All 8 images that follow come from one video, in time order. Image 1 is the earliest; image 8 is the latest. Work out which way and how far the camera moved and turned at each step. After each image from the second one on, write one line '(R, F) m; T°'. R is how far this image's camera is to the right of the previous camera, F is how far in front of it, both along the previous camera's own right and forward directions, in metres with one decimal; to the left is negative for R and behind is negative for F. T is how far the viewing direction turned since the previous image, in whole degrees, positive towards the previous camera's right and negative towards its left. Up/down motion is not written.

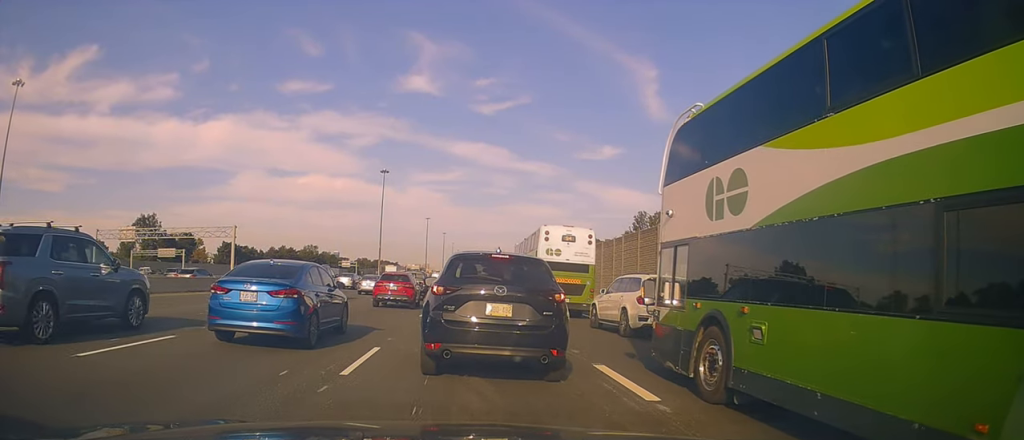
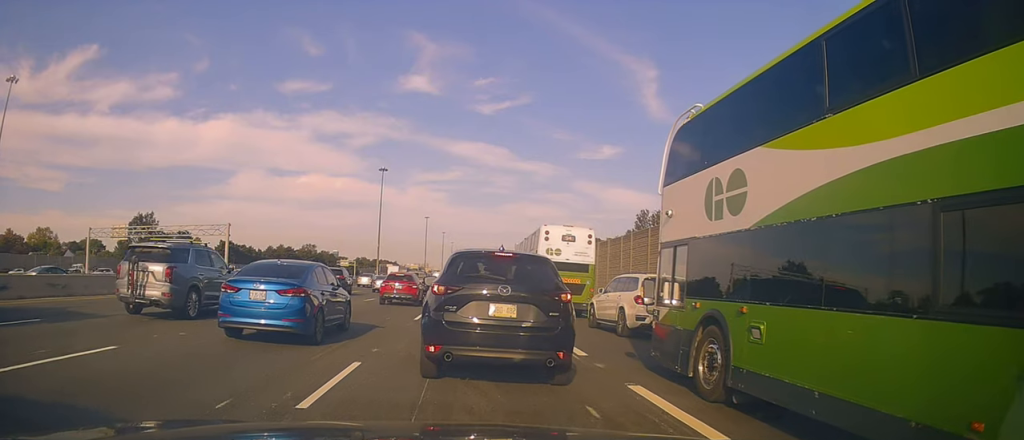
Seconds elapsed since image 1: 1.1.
(-0.1, +2.6) m; +1°
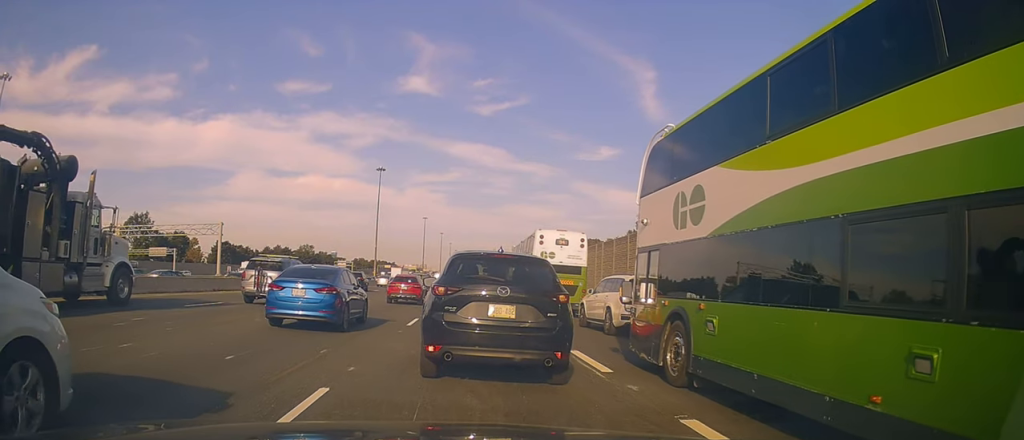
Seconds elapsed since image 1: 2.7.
(+0.2, +2.6) m; +1°
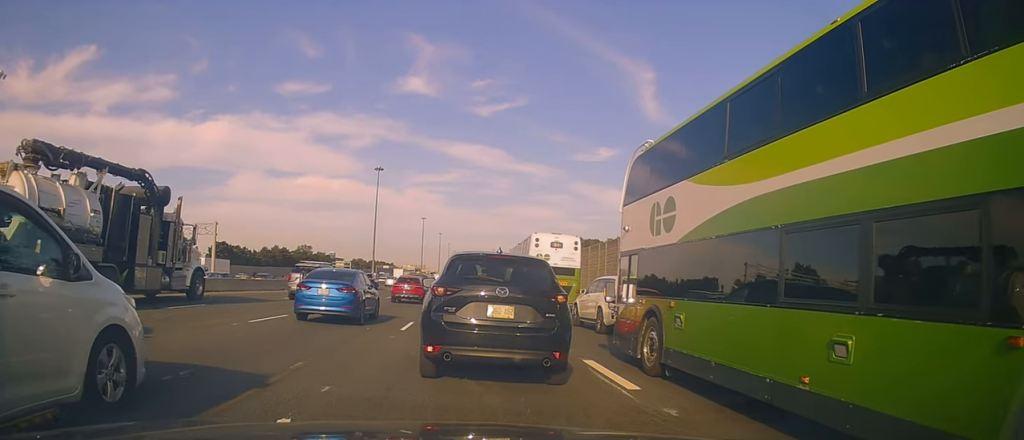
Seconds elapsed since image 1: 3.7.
(+0.1, +1.3) m; 0°
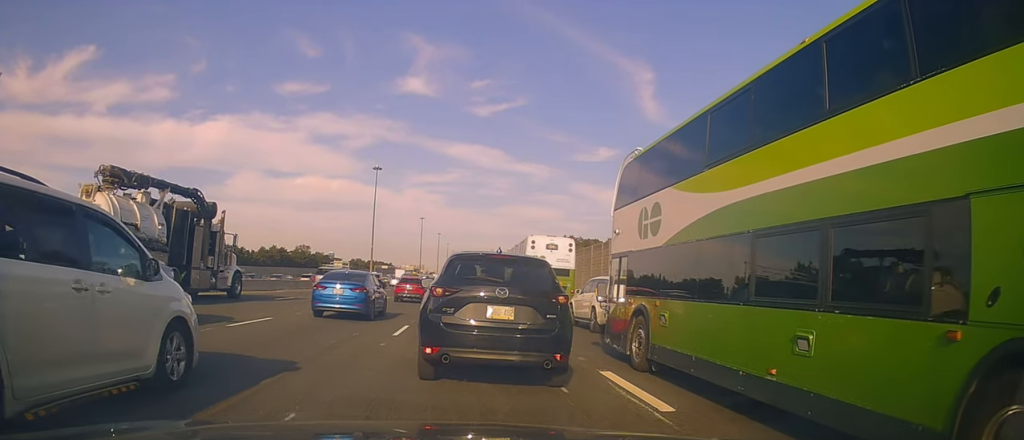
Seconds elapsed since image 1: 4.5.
(+0.4, +0.9) m; 0°
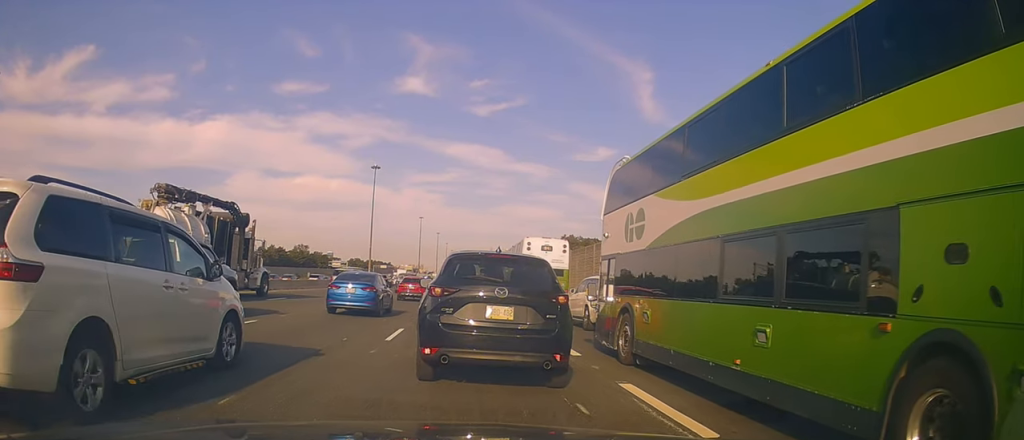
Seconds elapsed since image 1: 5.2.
(+0.2, +1.1) m; 0°
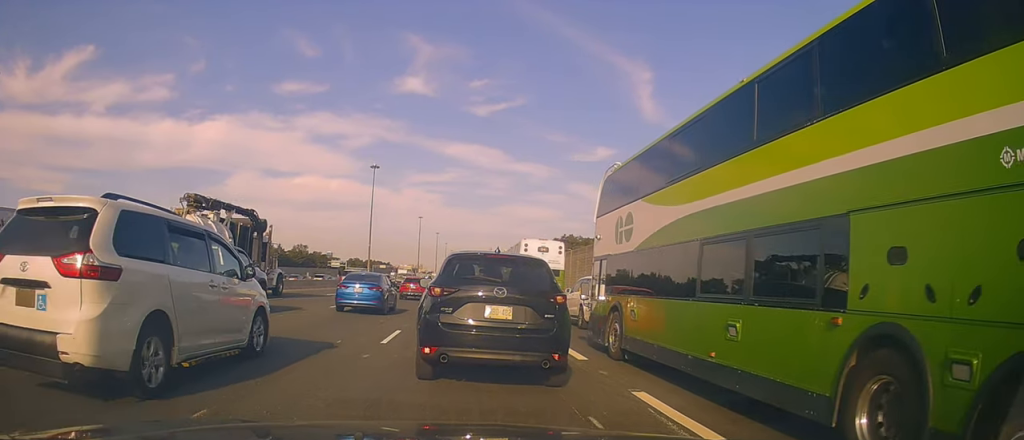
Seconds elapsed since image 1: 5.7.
(-0.1, +0.7) m; 0°
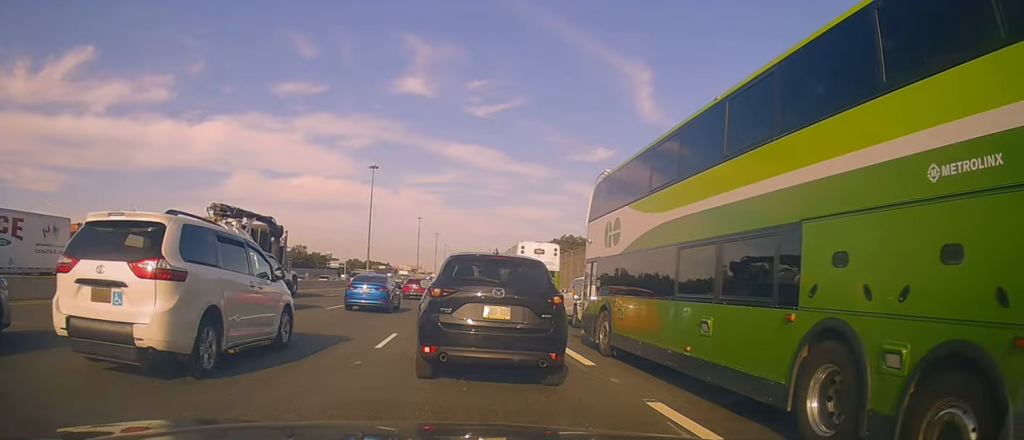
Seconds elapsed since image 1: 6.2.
(-0.1, +0.8) m; 0°
